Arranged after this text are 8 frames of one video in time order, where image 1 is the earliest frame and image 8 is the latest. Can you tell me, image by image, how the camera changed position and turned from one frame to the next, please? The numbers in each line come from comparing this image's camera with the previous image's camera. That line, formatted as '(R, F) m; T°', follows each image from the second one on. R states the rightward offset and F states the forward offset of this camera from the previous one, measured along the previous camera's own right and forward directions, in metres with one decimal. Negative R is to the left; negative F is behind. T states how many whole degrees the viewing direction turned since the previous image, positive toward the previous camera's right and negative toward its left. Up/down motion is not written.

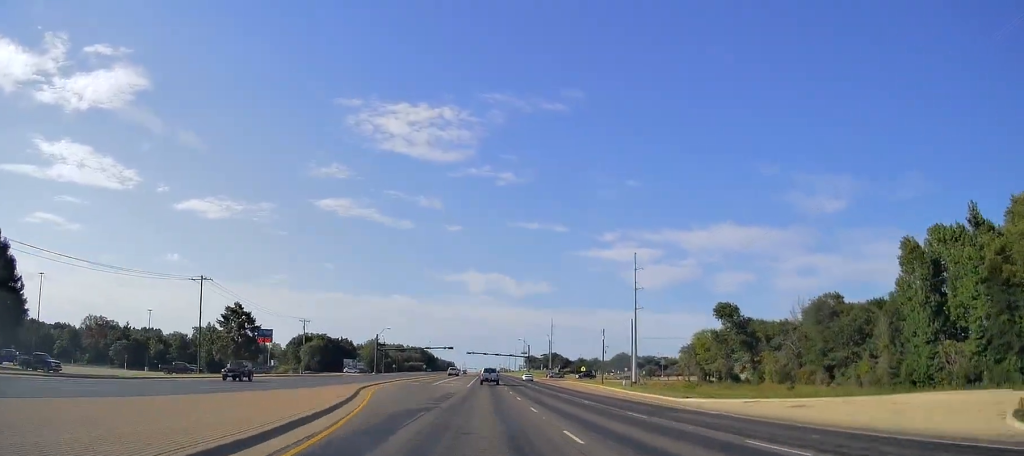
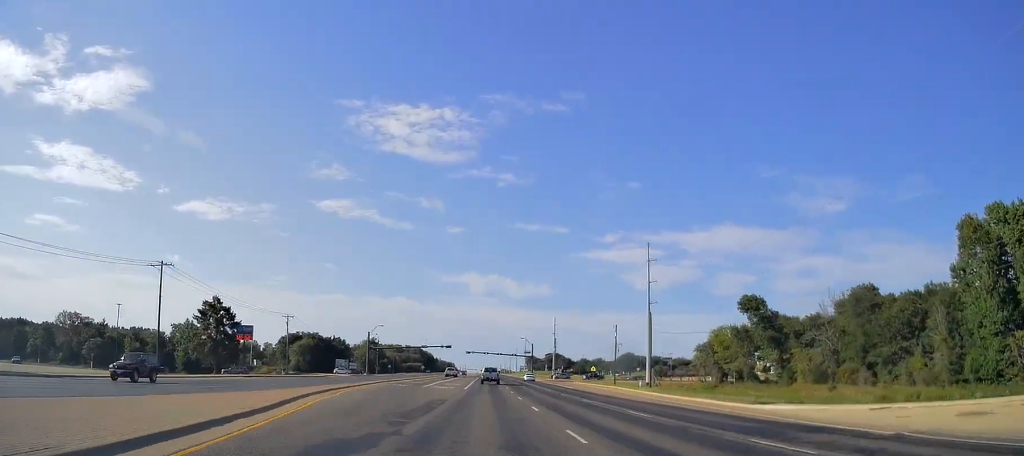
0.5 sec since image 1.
(0.0, +12.2) m; 0°
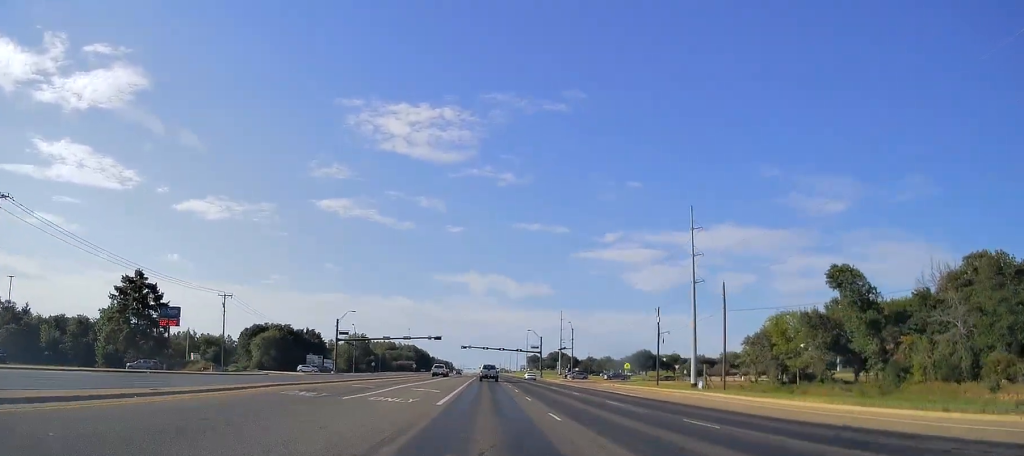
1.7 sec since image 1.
(-0.7, +31.2) m; 0°
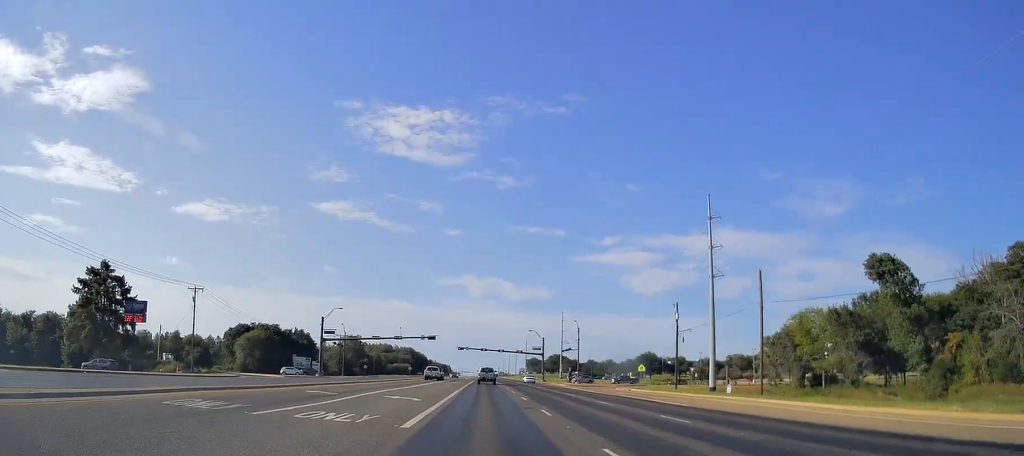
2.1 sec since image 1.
(-0.2, +10.4) m; +1°
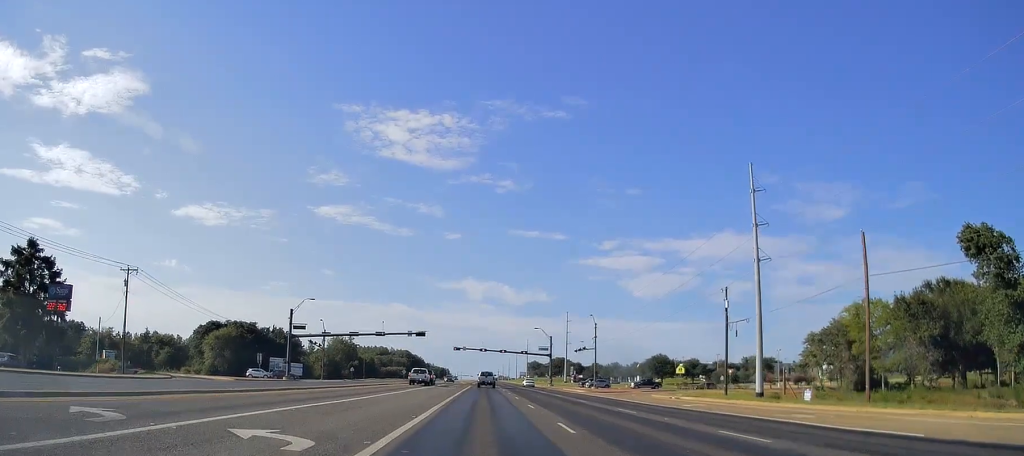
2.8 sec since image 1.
(+0.5, +18.5) m; +1°
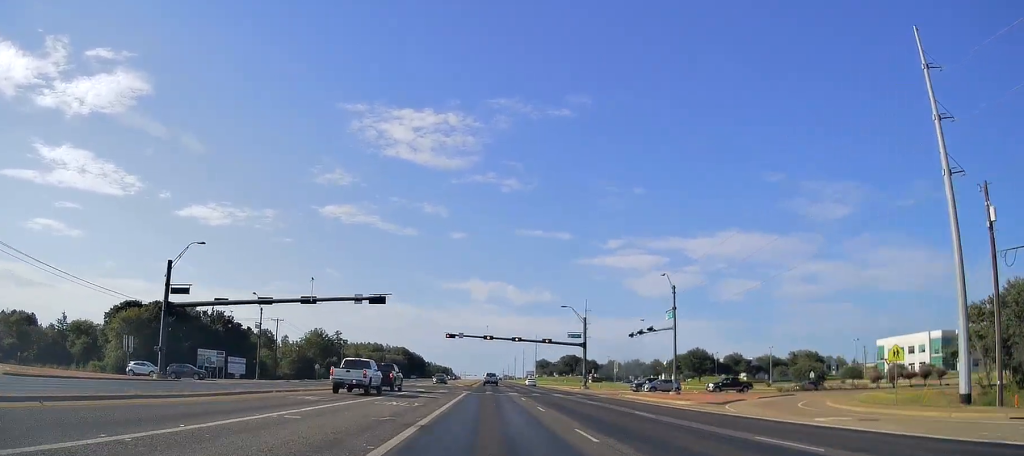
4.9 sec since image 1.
(-1.3, +39.7) m; -3°
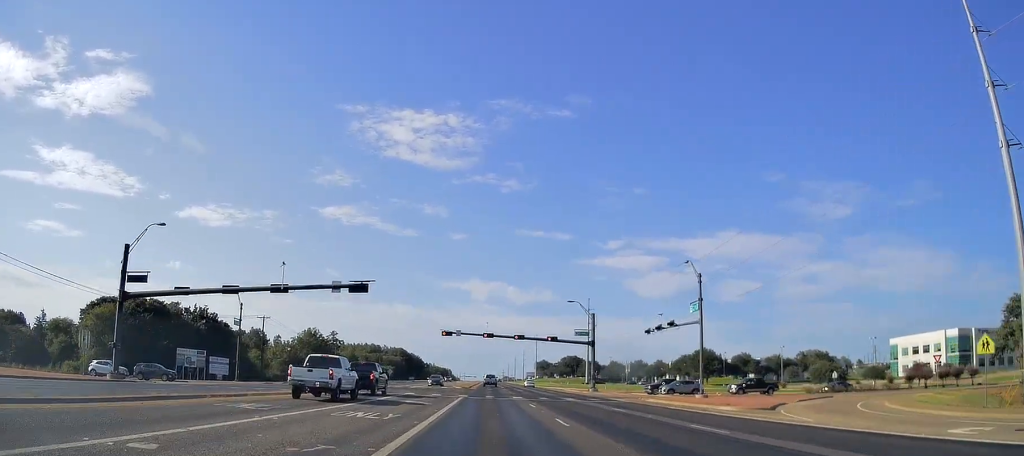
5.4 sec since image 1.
(-0.1, +7.7) m; 0°
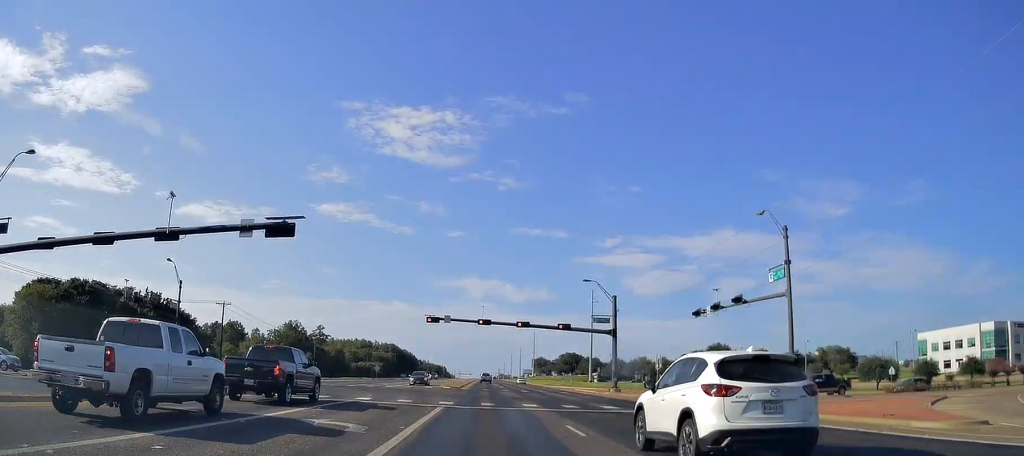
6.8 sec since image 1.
(+0.4, +16.5) m; +1°
